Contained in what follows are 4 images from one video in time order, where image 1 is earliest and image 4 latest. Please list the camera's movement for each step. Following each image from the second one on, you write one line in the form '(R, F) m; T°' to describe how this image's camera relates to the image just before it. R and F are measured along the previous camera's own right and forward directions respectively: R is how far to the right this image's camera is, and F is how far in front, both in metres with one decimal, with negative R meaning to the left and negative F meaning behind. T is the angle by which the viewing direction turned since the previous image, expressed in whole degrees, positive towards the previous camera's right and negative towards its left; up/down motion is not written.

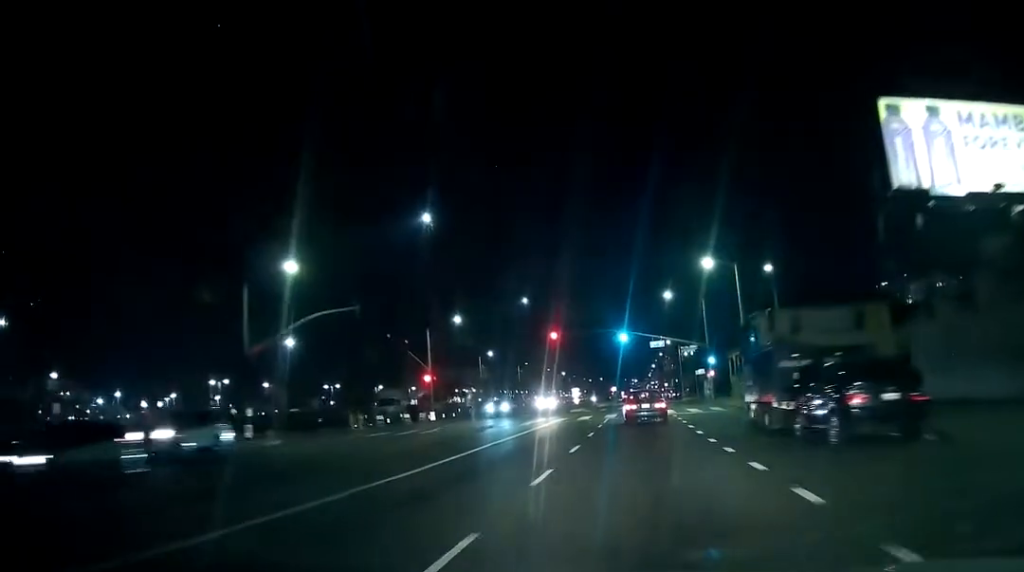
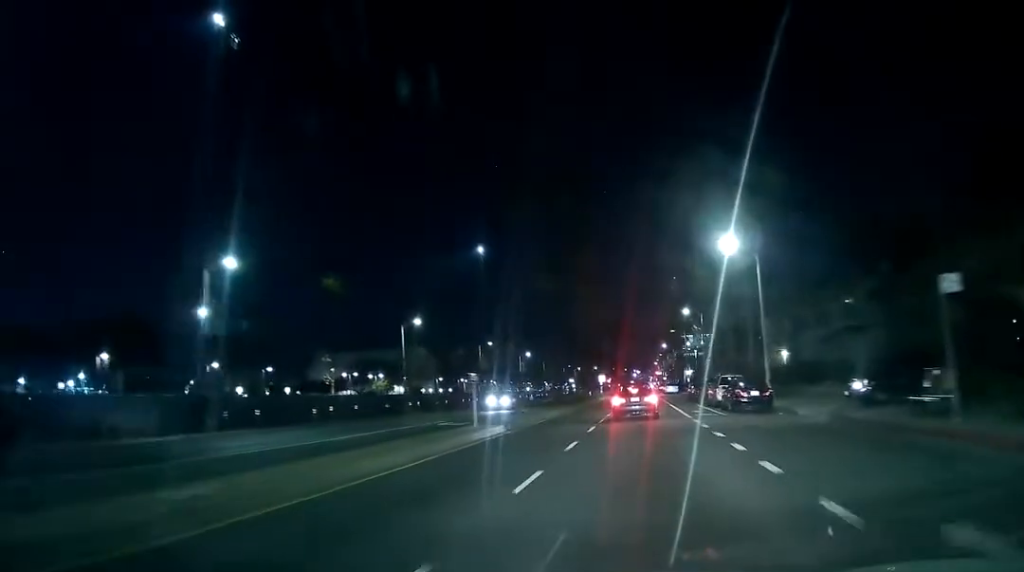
(+1.4, +69.6) m; 0°
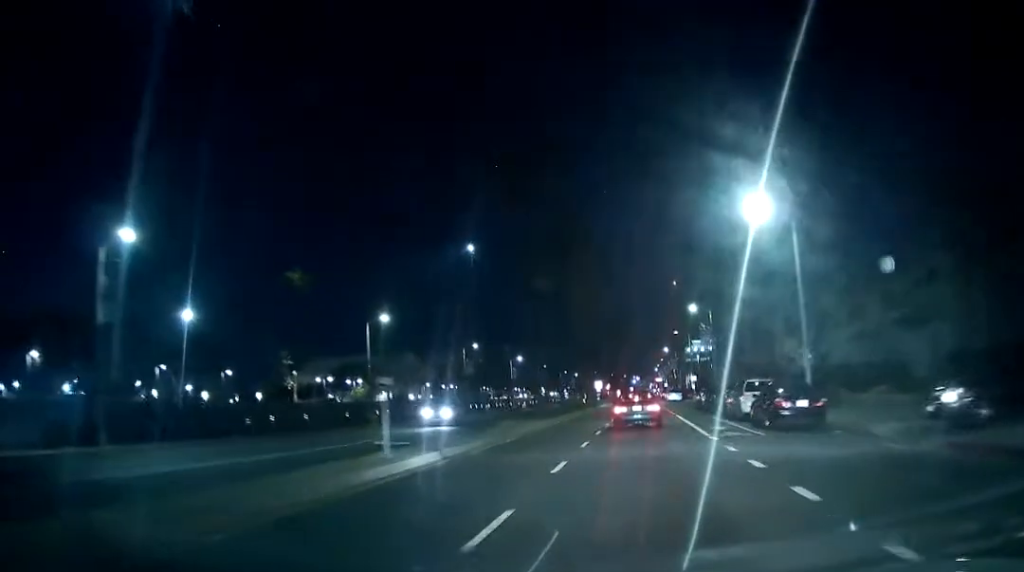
(0.0, +9.1) m; 0°
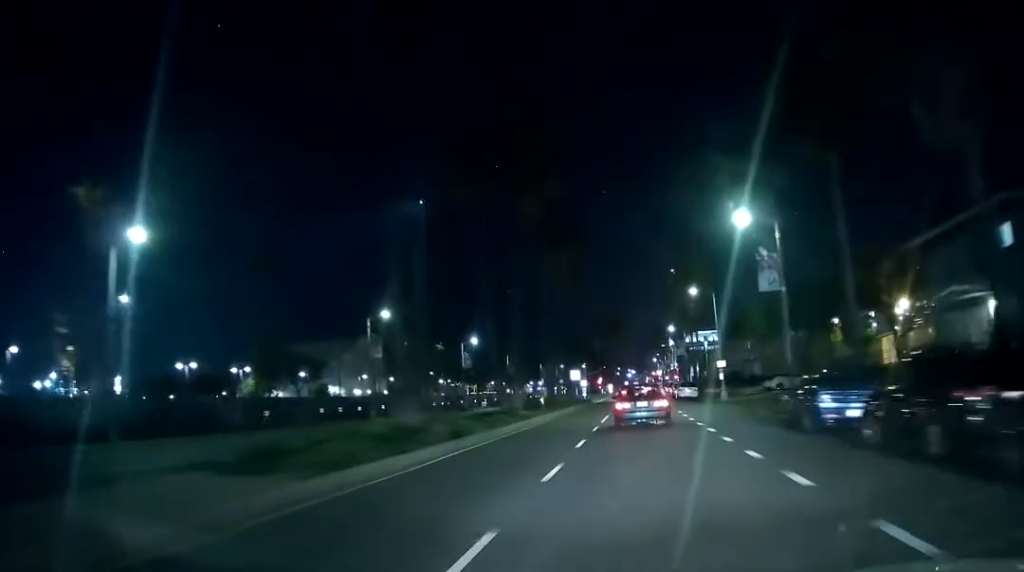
(0.0, +33.8) m; 0°
